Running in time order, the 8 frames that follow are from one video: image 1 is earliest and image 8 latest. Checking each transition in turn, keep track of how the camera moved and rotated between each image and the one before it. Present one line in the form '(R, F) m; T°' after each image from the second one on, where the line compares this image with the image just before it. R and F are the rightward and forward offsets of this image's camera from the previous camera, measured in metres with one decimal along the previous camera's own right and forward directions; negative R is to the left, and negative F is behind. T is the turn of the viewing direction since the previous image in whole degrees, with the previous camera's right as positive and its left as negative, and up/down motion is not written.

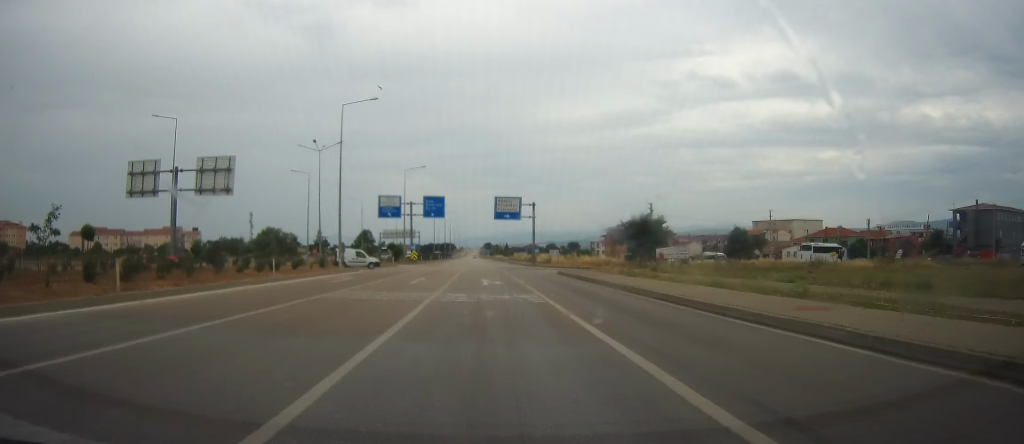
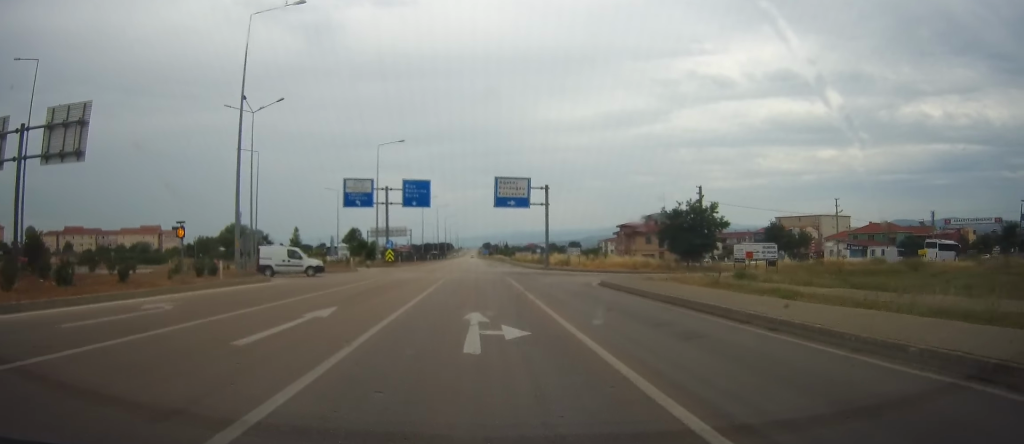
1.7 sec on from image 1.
(-0.1, +21.1) m; -1°
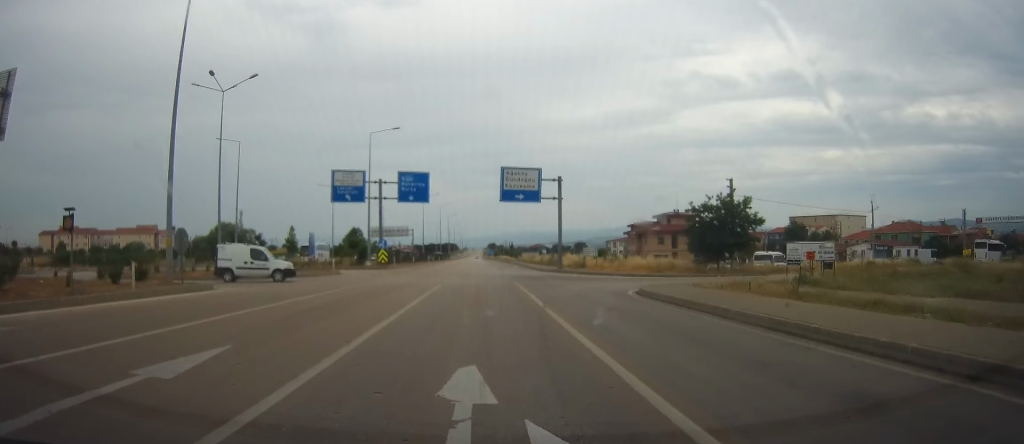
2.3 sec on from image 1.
(0.0, +7.5) m; +1°
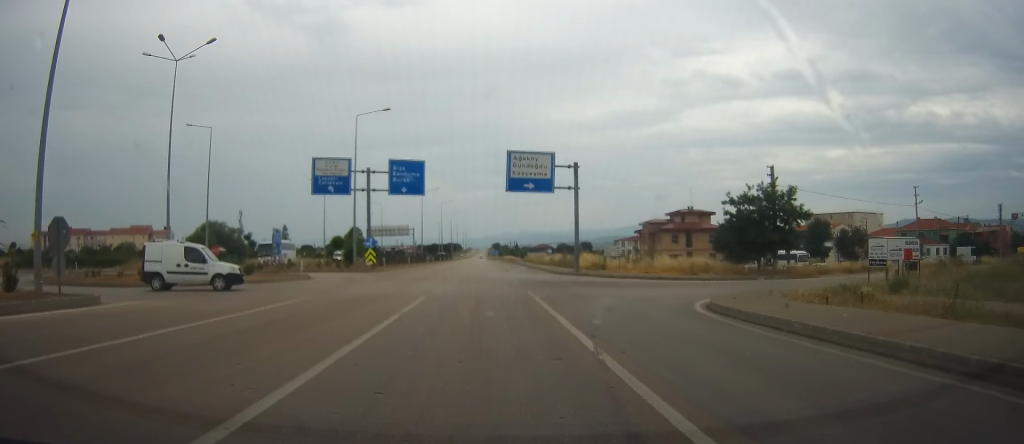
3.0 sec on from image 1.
(+0.1, +8.7) m; +1°
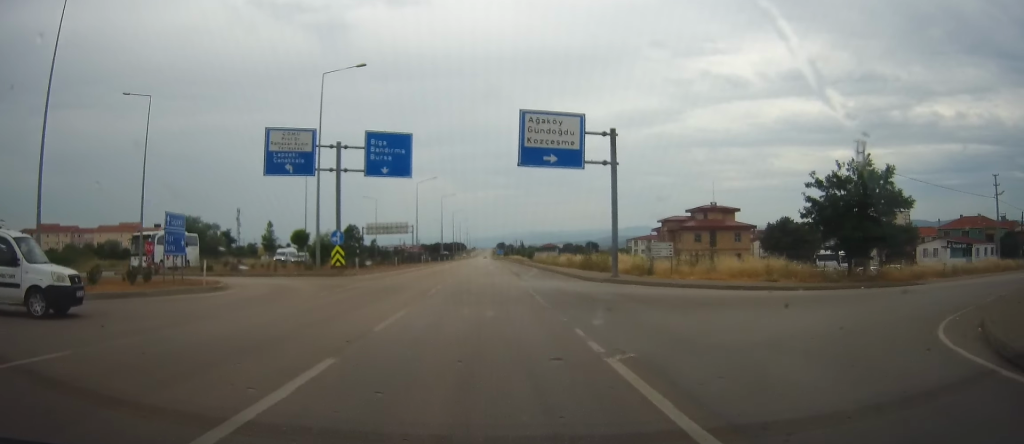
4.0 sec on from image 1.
(+0.1, +12.7) m; 0°
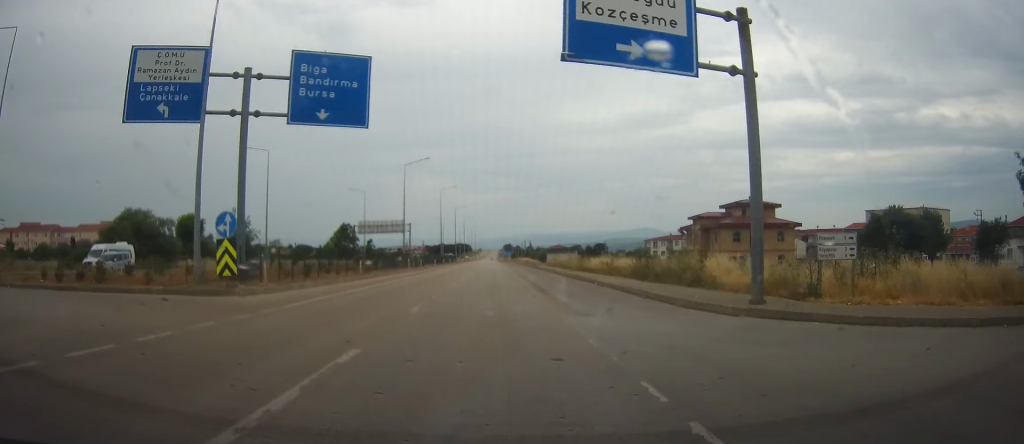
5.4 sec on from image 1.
(-0.2, +18.0) m; -1°
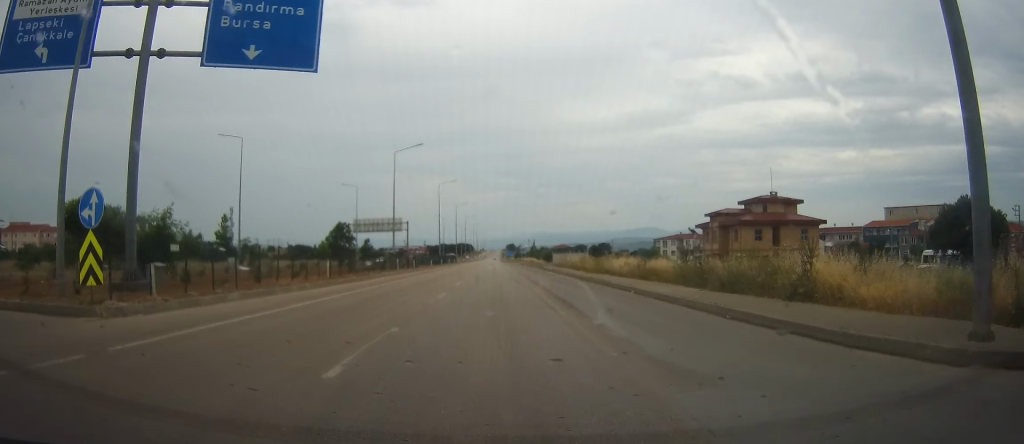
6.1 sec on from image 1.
(0.0, +8.5) m; 0°
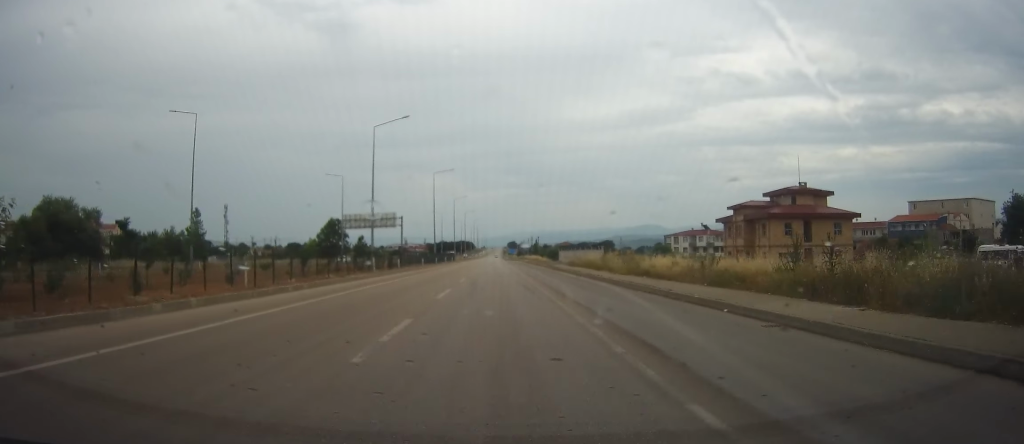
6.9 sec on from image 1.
(0.0, +10.8) m; 0°
